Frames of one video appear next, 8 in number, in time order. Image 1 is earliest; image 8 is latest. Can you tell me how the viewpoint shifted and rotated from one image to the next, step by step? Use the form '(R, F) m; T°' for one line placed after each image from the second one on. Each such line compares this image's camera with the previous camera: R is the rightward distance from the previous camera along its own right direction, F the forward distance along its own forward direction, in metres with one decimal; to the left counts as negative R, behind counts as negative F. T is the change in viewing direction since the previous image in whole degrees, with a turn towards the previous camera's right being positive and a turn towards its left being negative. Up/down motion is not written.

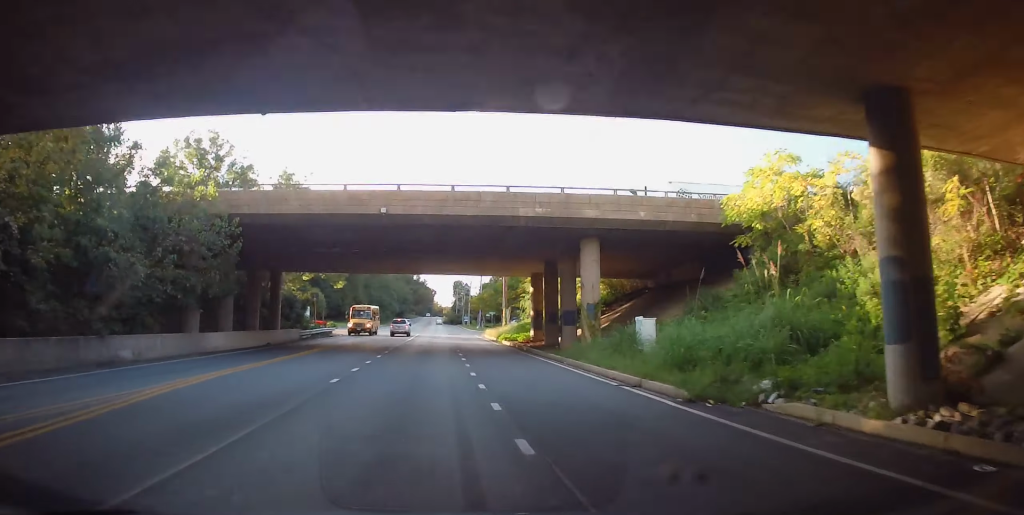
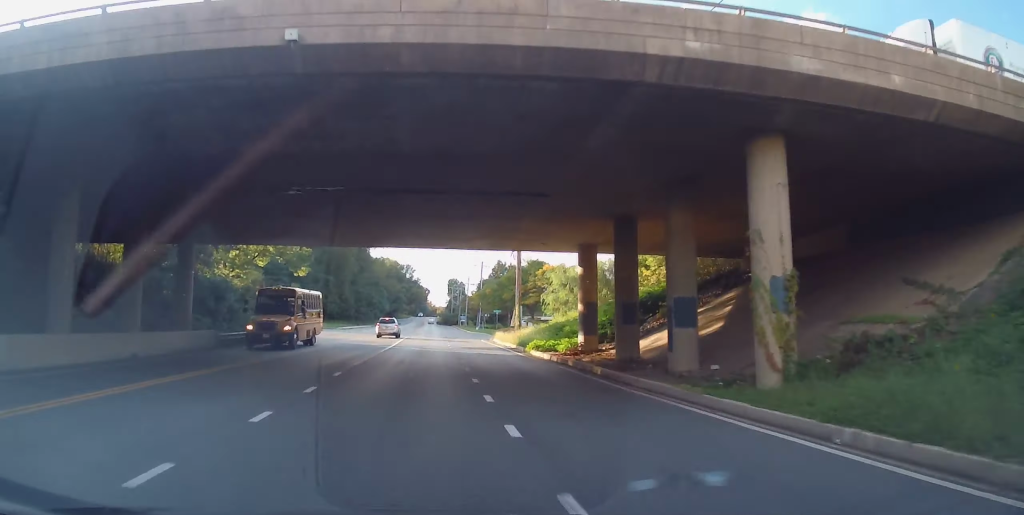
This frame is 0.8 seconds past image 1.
(0.0, +17.8) m; 0°
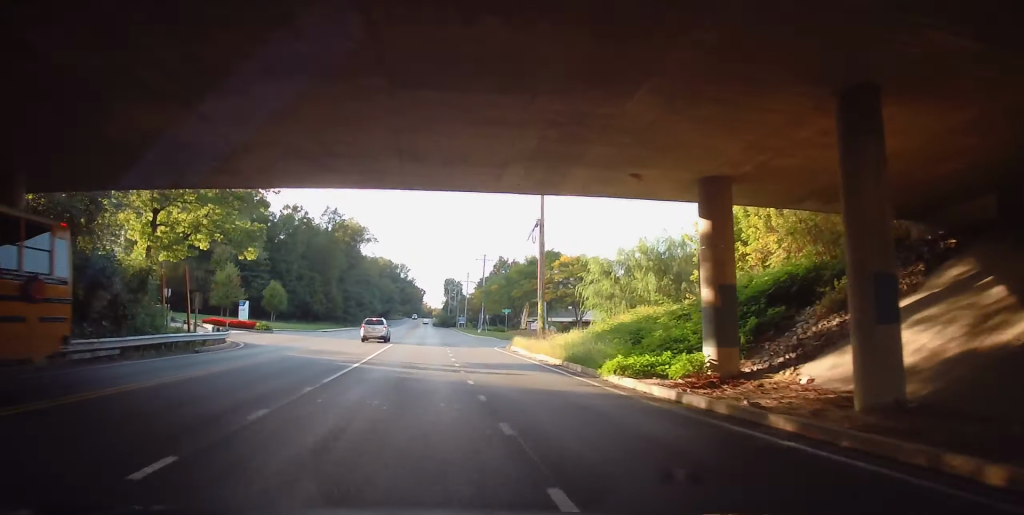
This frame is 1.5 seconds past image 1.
(0.0, +14.9) m; 0°
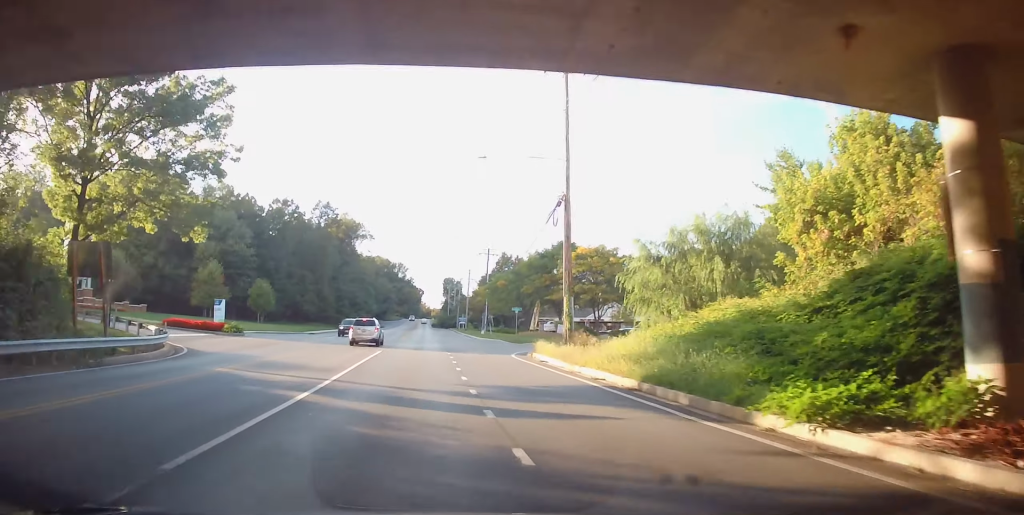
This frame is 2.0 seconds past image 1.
(0.0, +9.1) m; 0°
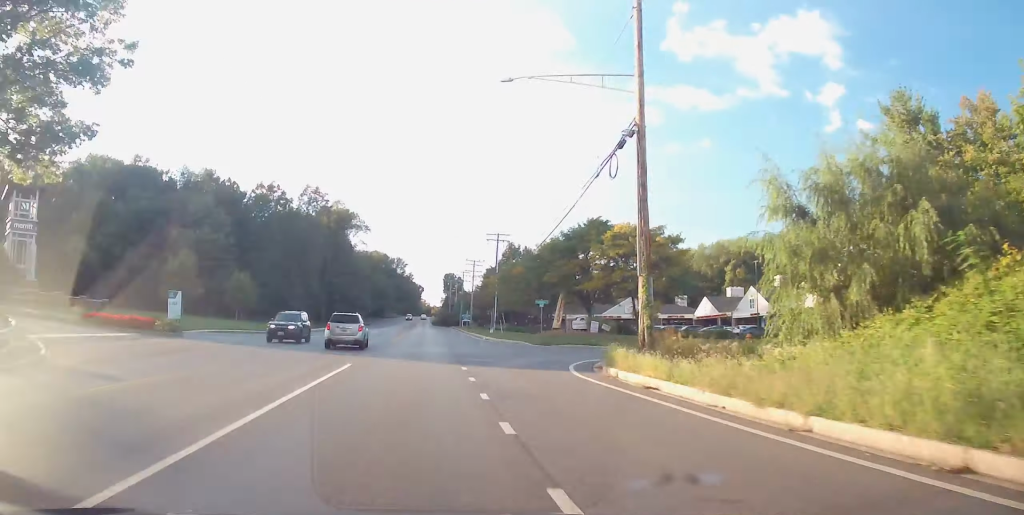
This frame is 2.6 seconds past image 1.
(0.0, +13.3) m; 0°
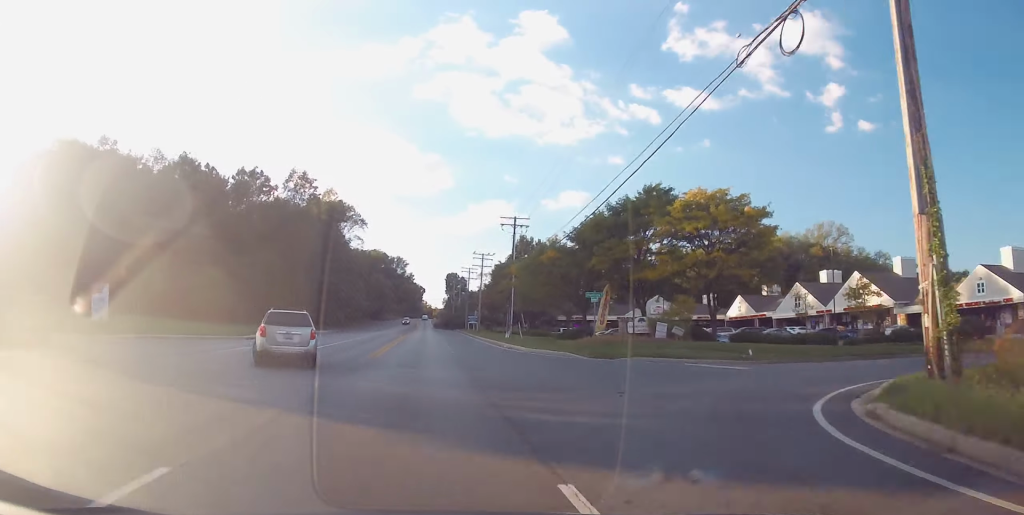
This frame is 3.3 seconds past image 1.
(+0.1, +14.5) m; +1°
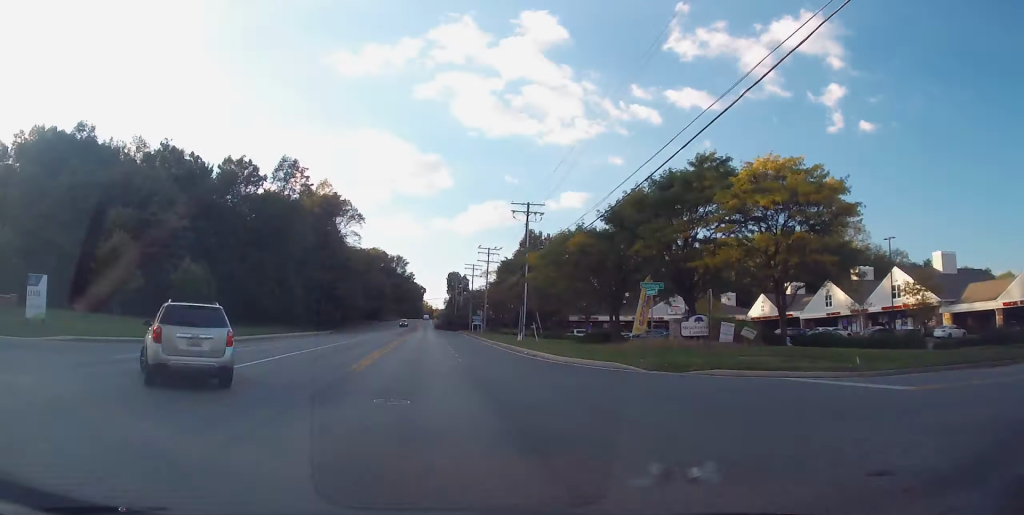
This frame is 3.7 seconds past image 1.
(0.0, +8.3) m; 0°
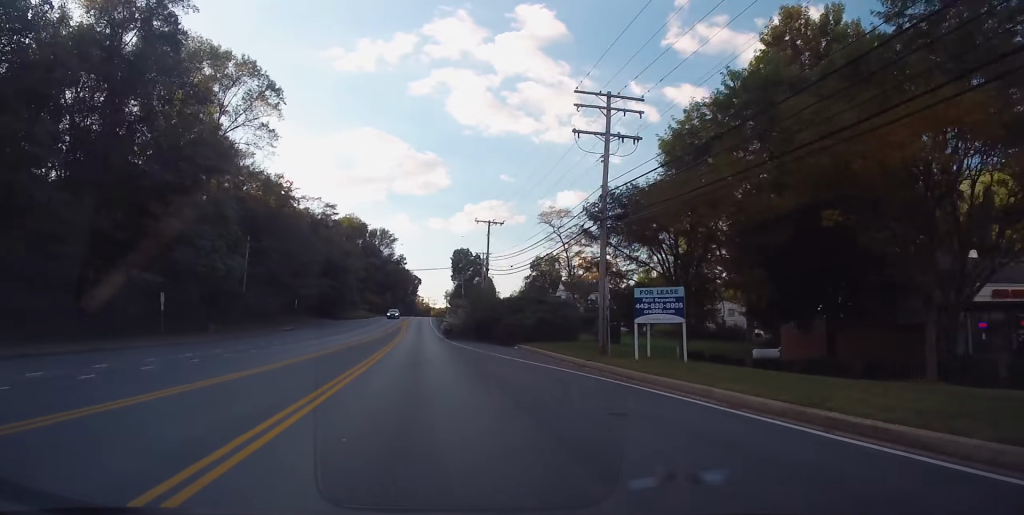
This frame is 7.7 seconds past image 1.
(+0.7, +82.0) m; +1°
